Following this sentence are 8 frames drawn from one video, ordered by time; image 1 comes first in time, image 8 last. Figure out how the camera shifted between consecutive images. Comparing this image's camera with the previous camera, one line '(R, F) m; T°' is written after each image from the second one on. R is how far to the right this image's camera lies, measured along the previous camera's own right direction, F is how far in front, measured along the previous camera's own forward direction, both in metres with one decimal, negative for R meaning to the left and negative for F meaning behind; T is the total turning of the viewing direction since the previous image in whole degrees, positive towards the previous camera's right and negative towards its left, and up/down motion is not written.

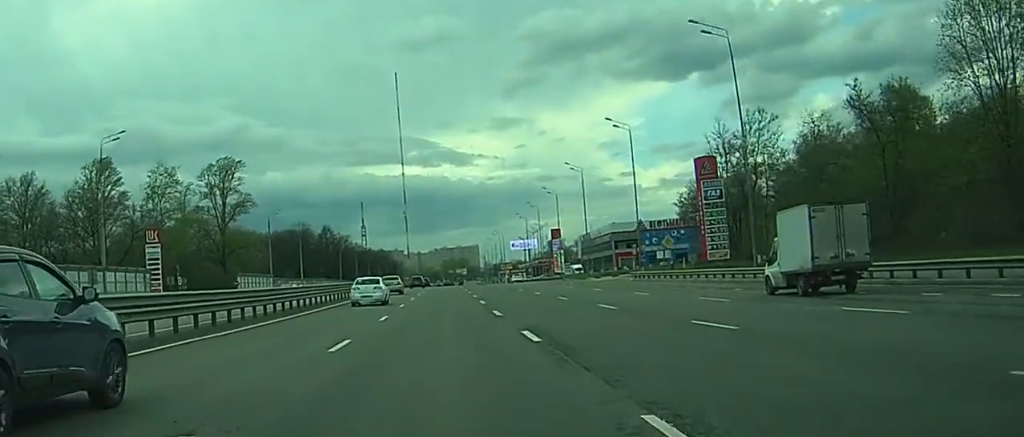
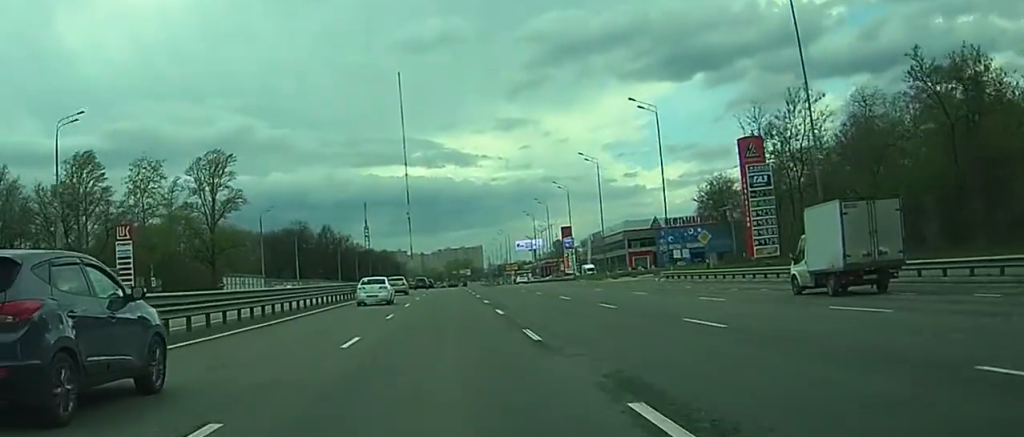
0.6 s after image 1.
(0.0, +12.3) m; 0°
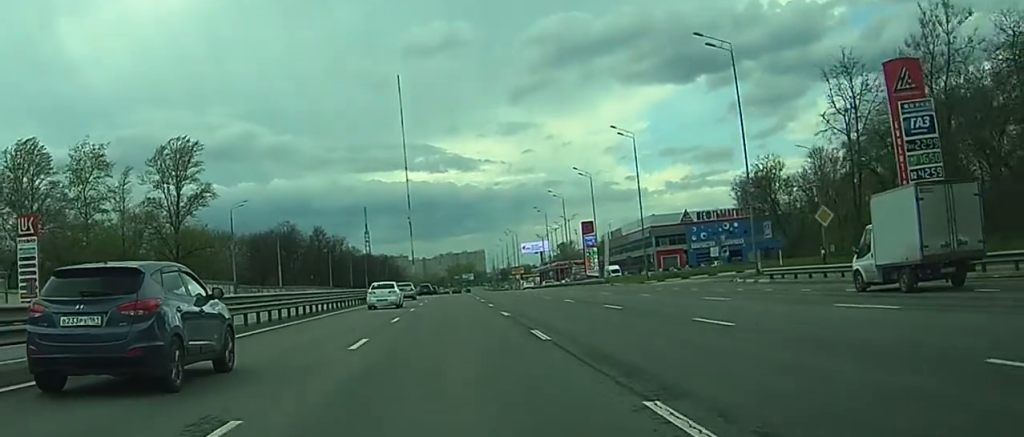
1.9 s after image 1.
(+0.1, +25.3) m; 0°
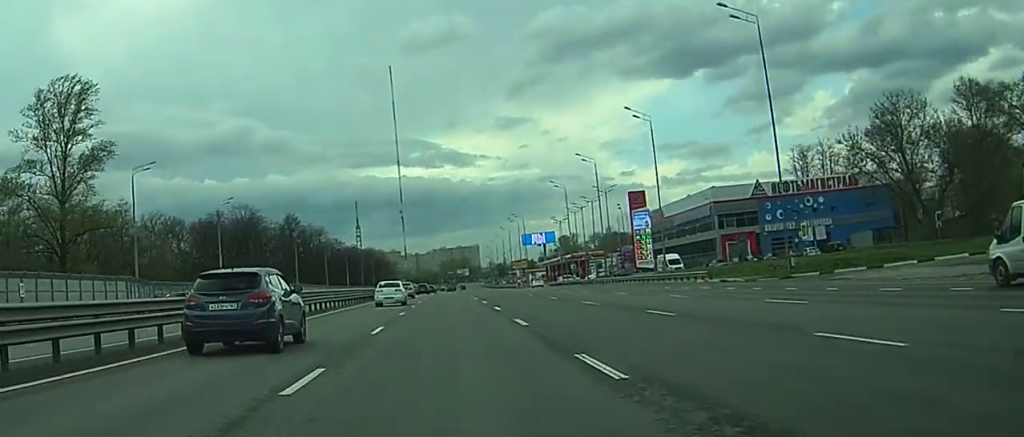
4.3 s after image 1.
(-0.3, +43.5) m; -1°
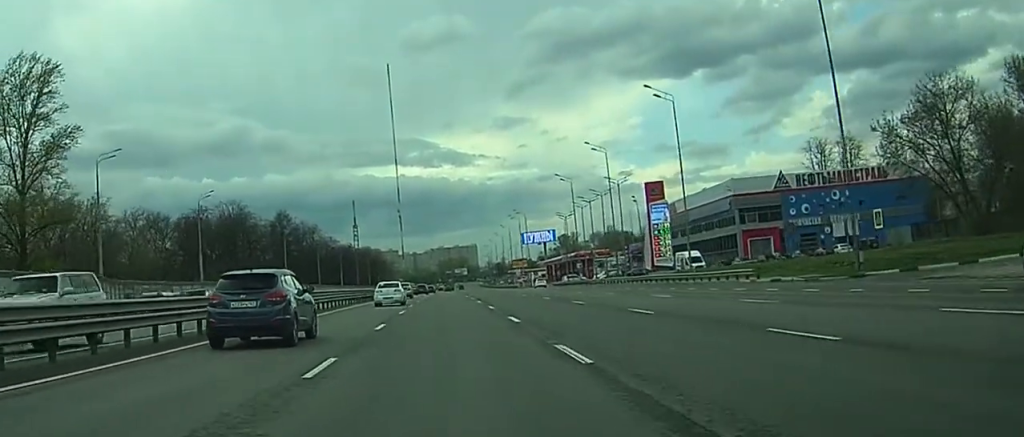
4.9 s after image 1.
(-0.1, +9.9) m; 0°
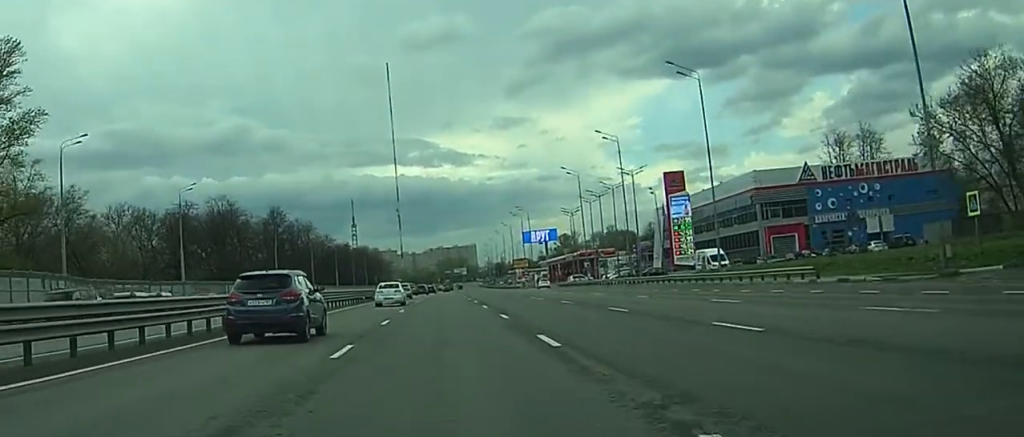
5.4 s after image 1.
(-0.1, +8.7) m; 0°
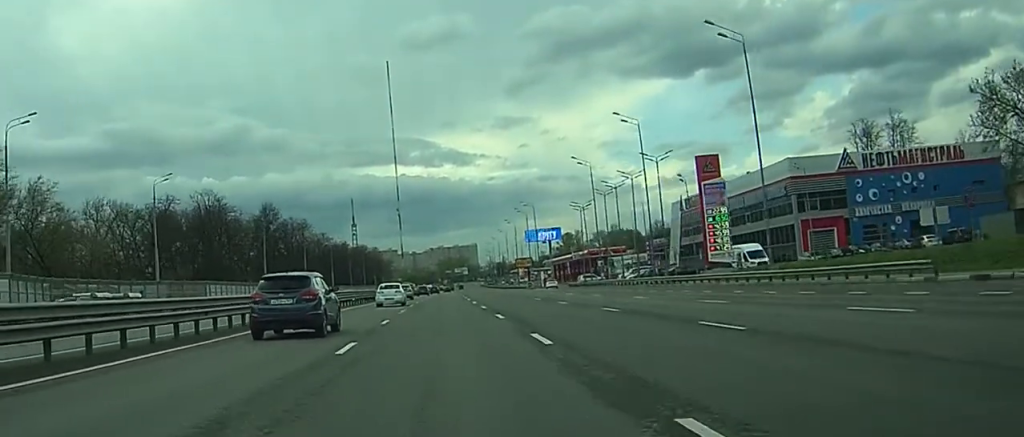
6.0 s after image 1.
(+0.1, +10.9) m; 0°
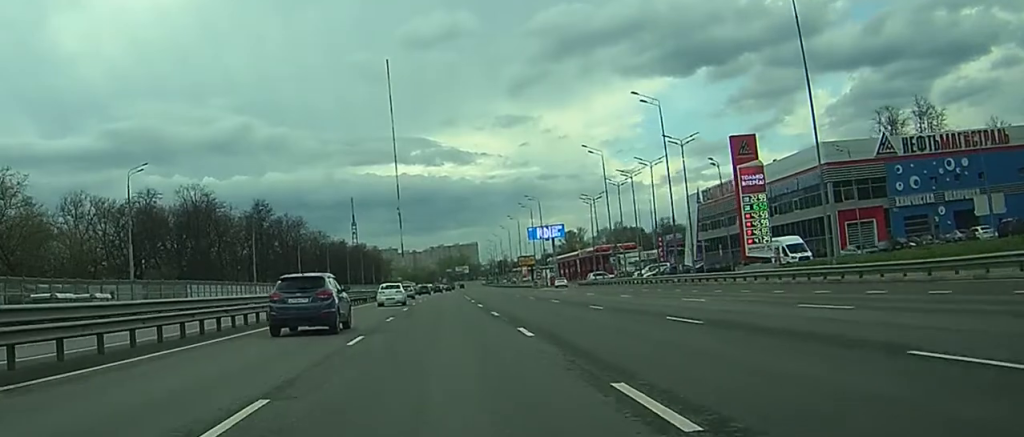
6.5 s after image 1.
(0.0, +9.2) m; 0°
